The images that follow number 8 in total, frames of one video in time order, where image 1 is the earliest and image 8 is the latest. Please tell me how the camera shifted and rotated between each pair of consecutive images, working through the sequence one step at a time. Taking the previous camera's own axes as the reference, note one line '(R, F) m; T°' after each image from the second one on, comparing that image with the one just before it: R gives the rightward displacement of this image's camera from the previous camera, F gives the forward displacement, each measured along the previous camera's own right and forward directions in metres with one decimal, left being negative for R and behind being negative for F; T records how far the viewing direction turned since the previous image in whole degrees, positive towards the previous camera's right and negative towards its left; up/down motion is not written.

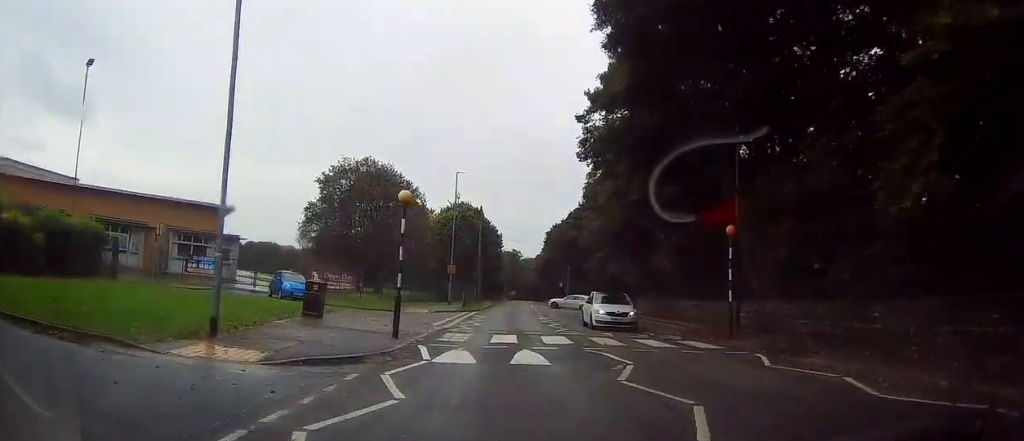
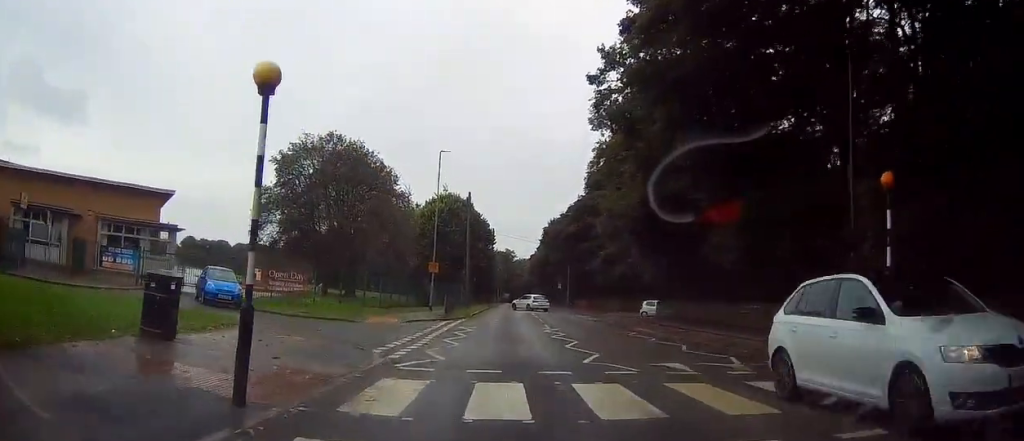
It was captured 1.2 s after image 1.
(-0.1, +9.0) m; -1°
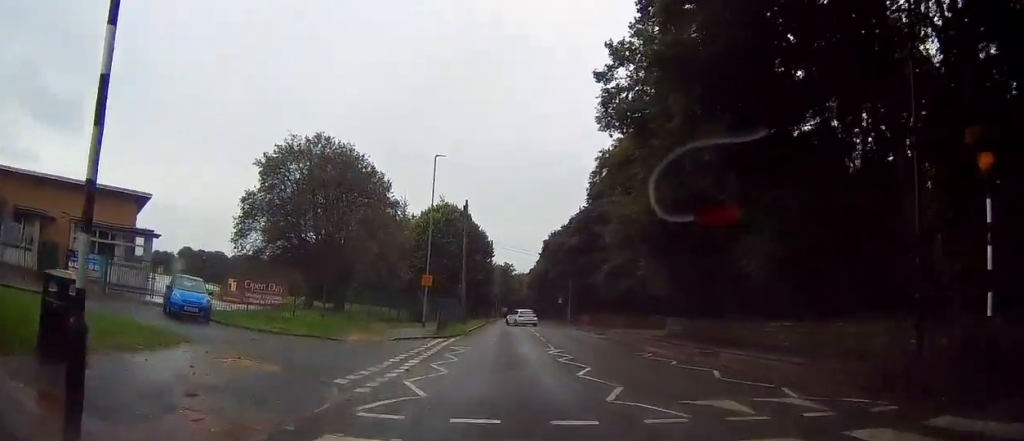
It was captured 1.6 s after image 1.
(0.0, +2.9) m; 0°
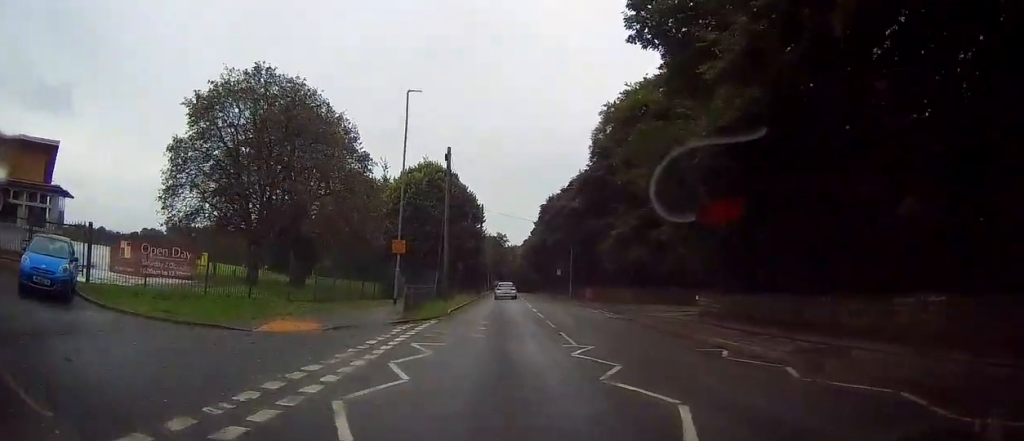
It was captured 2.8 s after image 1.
(+0.1, +8.9) m; +2°
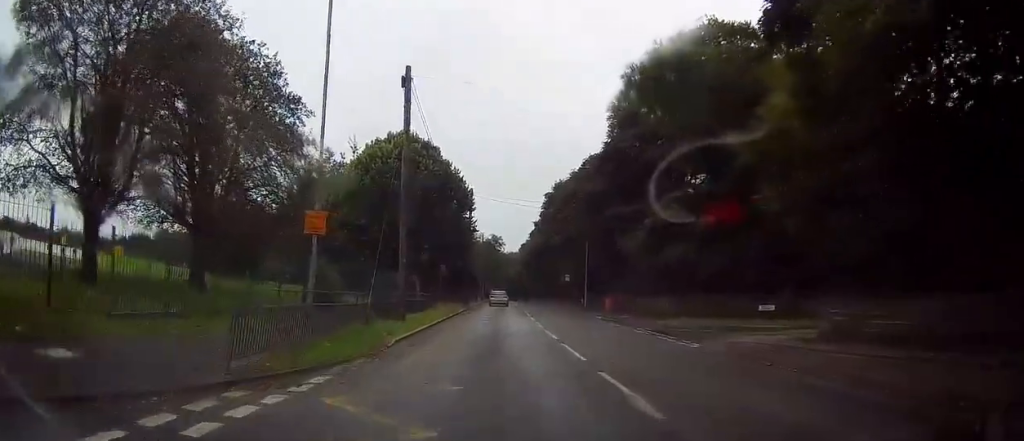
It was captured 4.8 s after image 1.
(+0.3, +13.7) m; +1°
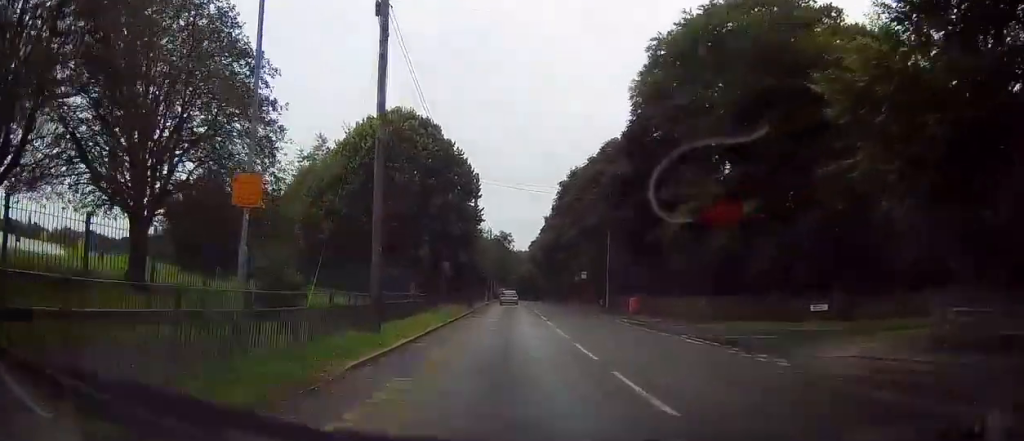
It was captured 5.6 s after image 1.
(-0.1, +5.8) m; 0°
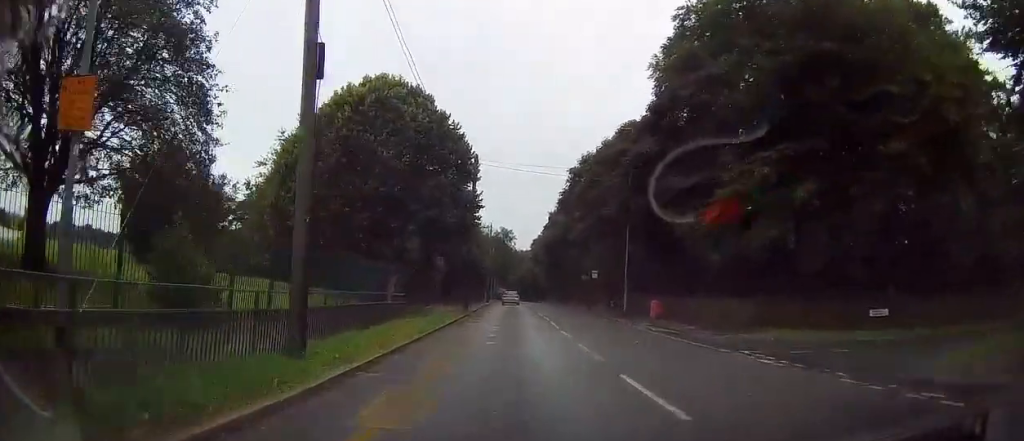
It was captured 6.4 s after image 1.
(+0.1, +5.9) m; +2°
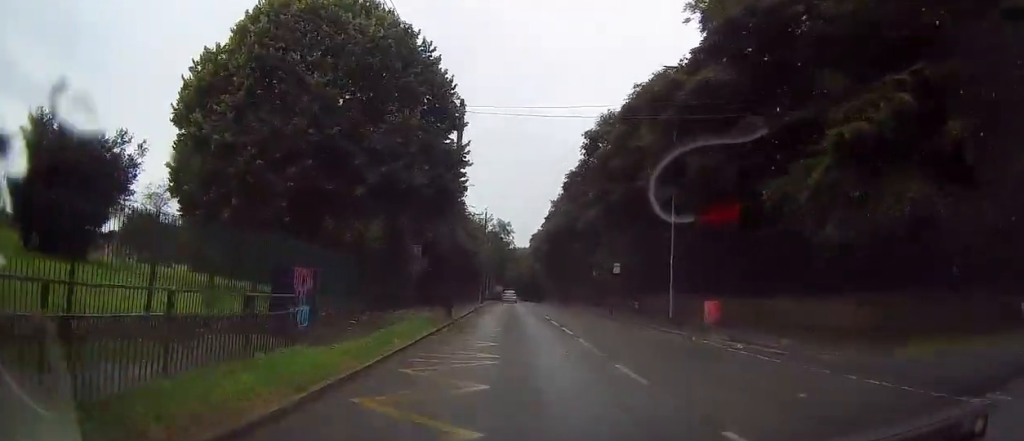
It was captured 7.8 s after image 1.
(-0.2, +10.2) m; -3°
